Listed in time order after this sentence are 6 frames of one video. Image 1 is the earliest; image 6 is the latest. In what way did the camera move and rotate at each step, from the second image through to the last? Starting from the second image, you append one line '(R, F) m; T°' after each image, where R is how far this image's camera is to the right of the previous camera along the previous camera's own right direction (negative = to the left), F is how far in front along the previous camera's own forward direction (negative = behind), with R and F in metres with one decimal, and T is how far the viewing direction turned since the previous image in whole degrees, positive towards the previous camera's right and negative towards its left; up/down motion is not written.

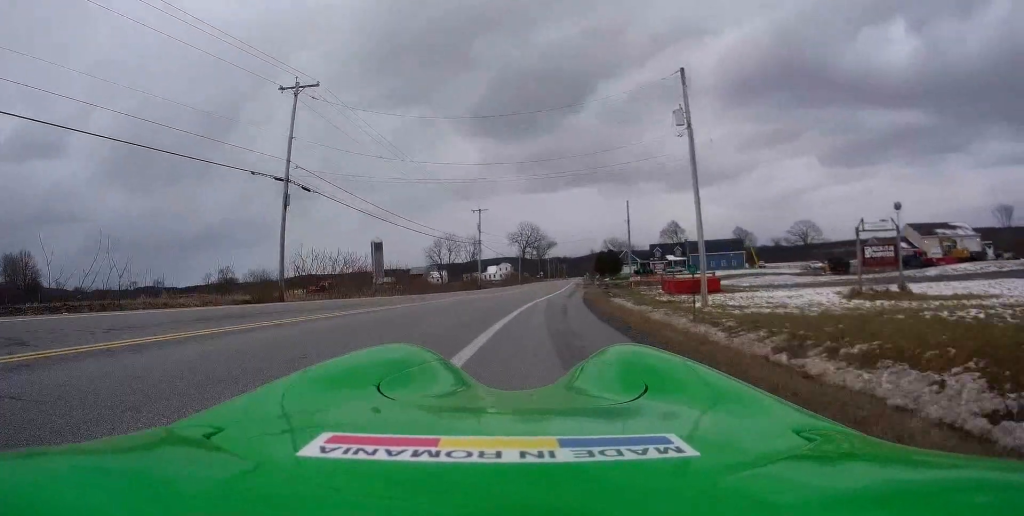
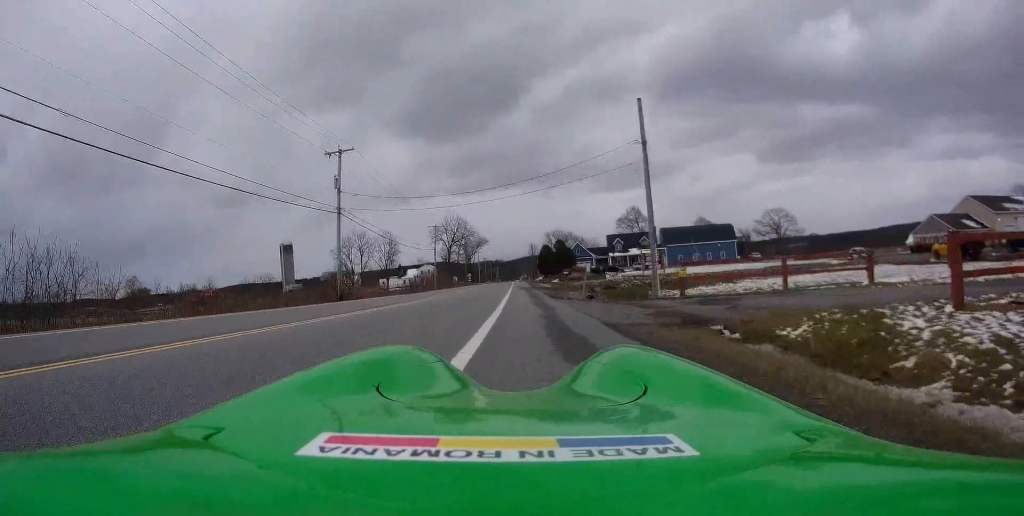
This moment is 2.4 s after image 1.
(+3.4, +38.2) m; +7°
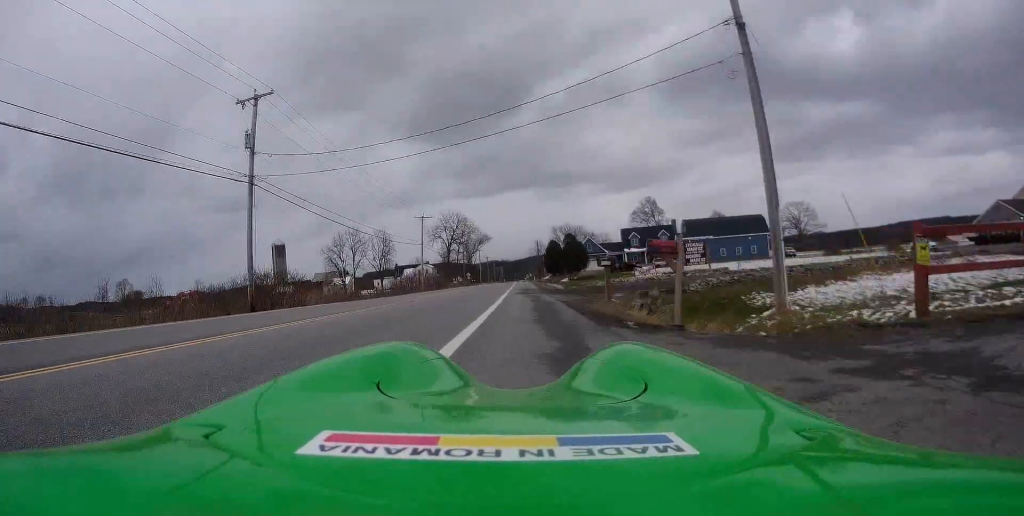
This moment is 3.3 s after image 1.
(0.0, +14.9) m; -2°
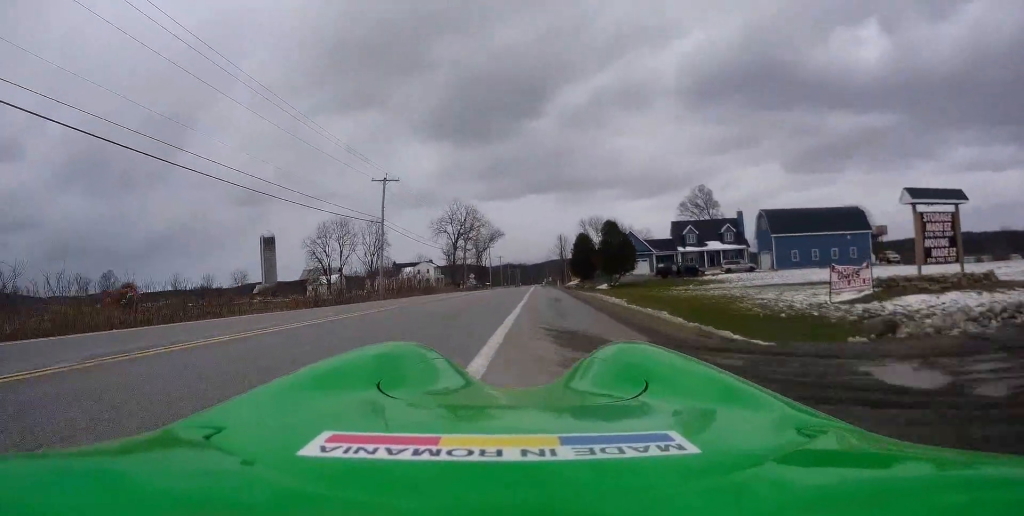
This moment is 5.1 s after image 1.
(-0.2, +29.5) m; +1°
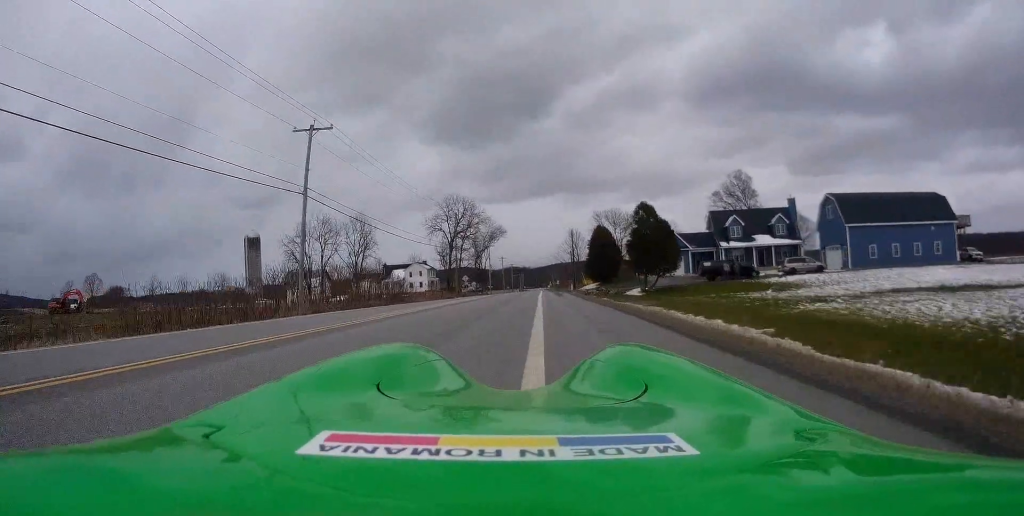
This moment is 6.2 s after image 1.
(+0.2, +17.9) m; +1°
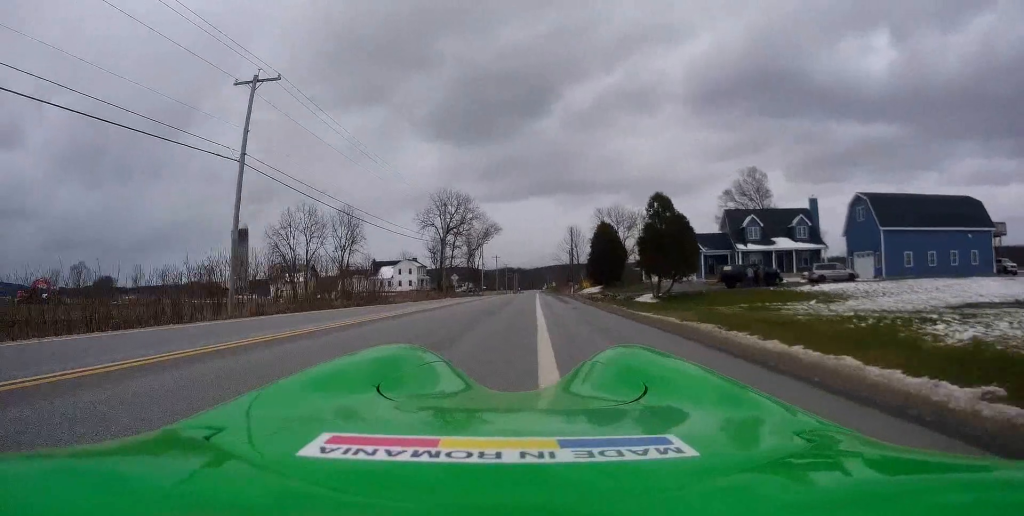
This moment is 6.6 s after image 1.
(0.0, +7.6) m; 0°
